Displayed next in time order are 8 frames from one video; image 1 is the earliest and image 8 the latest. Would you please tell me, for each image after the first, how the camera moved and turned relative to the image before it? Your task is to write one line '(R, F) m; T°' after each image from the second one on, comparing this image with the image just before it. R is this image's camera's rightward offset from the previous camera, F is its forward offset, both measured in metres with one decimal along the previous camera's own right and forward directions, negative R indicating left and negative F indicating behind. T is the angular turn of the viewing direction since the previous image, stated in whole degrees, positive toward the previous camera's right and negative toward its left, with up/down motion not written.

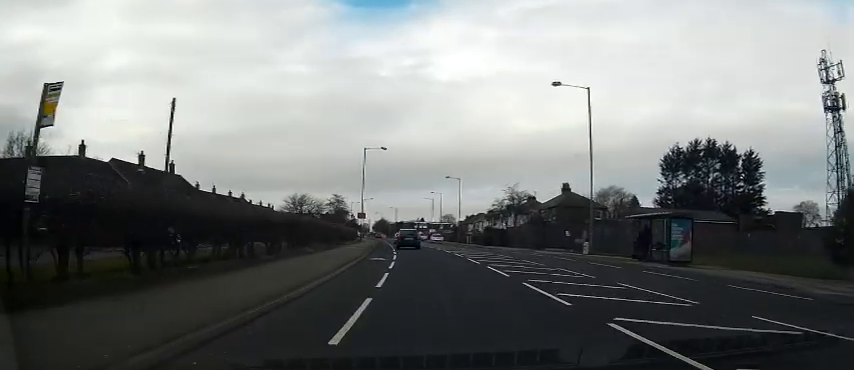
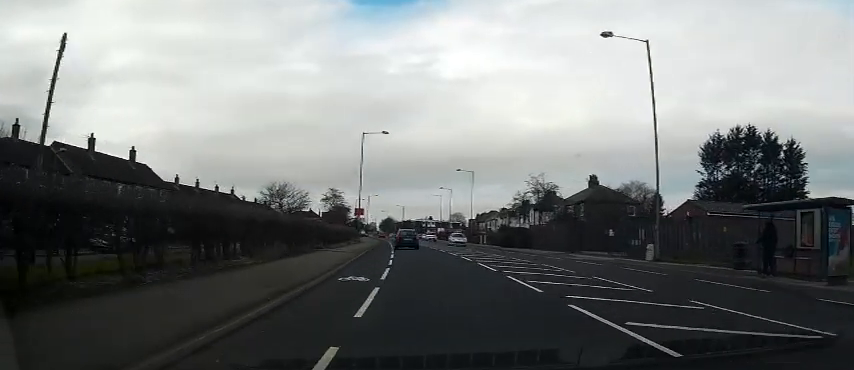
(-0.2, +9.8) m; -1°
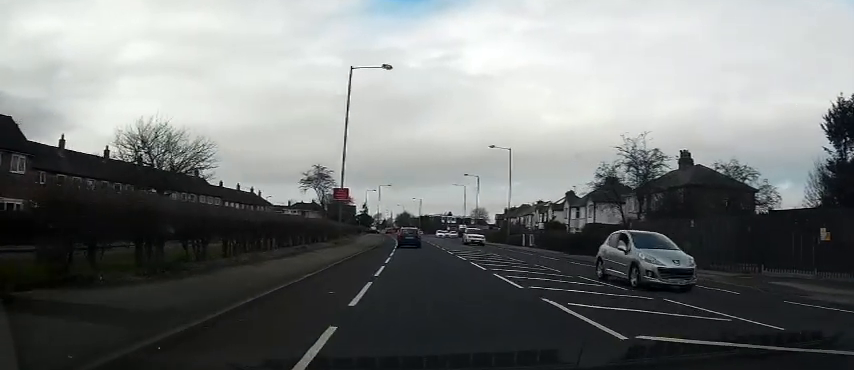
(-0.1, +21.9) m; -2°
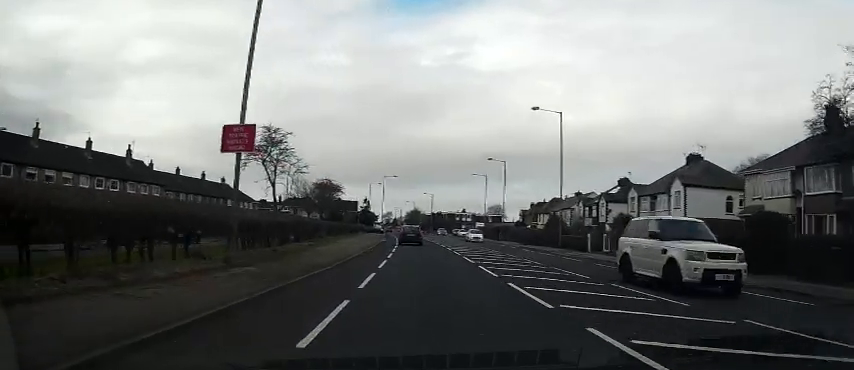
(-0.6, +20.4) m; -1°
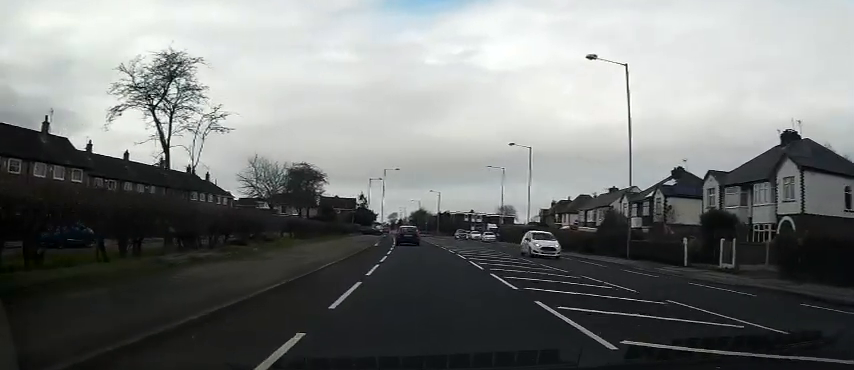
(+0.3, +14.9) m; -1°
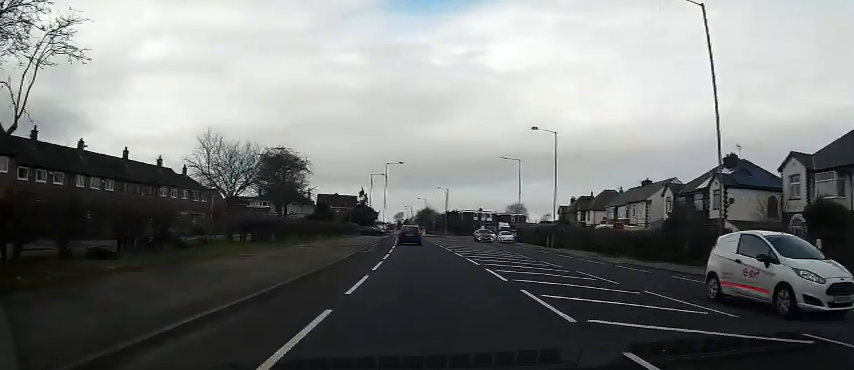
(-0.4, +9.8) m; -2°
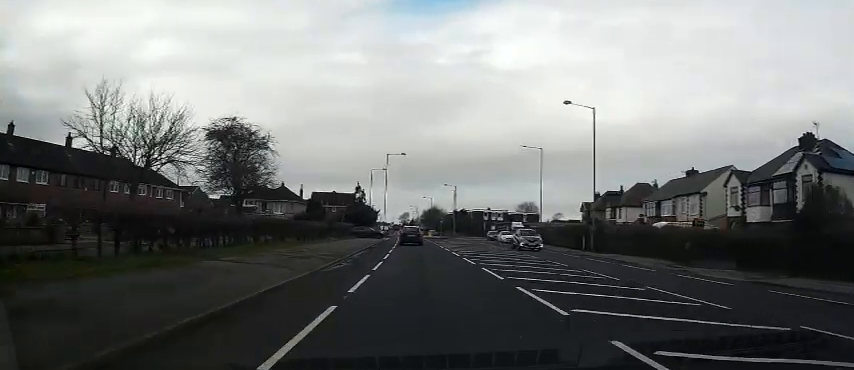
(-0.1, +11.4) m; 0°
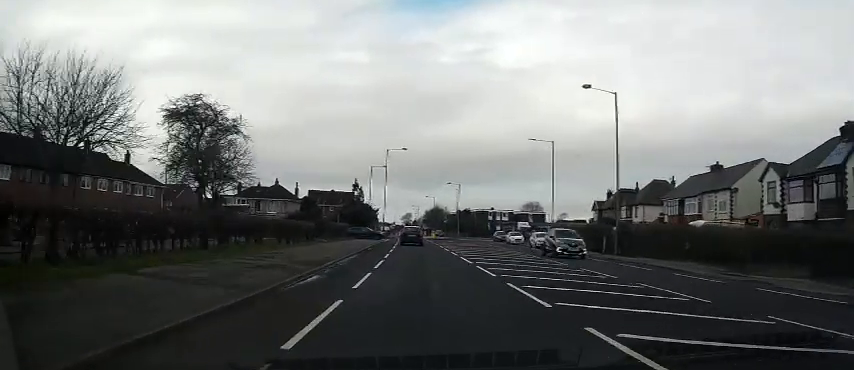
(+0.1, +4.6) m; +1°
